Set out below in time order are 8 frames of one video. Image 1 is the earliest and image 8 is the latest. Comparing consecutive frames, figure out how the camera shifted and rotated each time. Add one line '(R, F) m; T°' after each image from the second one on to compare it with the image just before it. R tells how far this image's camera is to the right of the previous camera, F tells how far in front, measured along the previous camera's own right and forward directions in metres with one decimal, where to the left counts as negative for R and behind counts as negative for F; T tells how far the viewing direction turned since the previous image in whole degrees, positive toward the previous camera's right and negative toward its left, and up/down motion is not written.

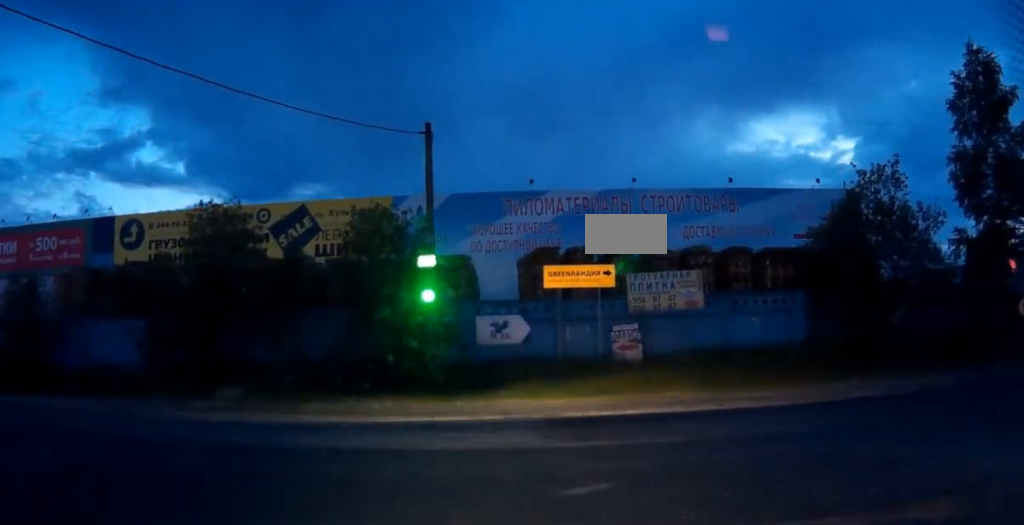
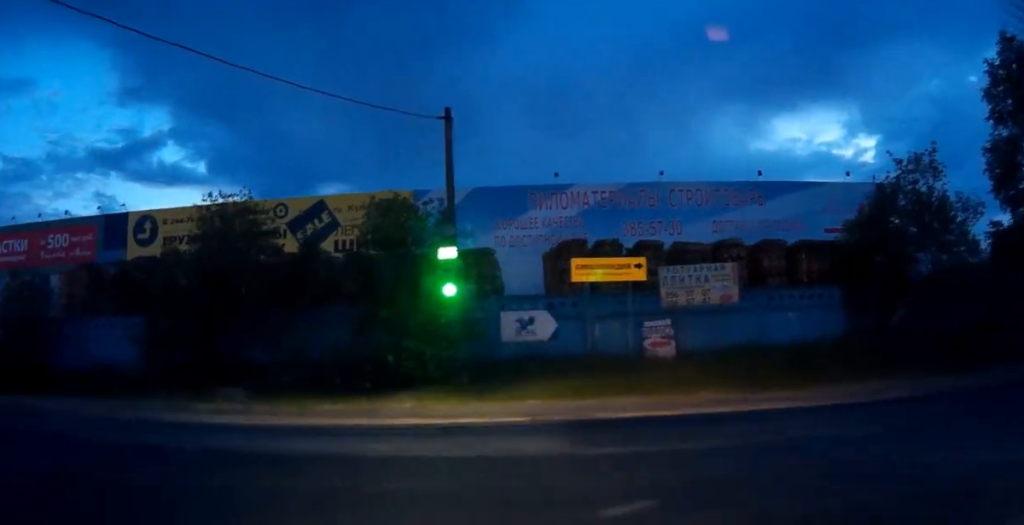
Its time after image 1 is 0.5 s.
(0.0, +1.0) m; +2°
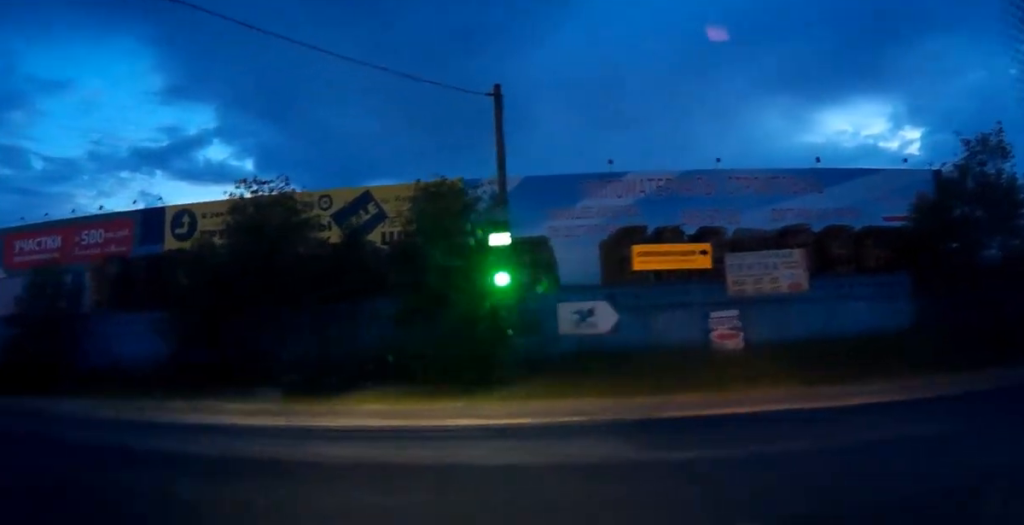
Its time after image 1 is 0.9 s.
(0.0, +1.4) m; -2°
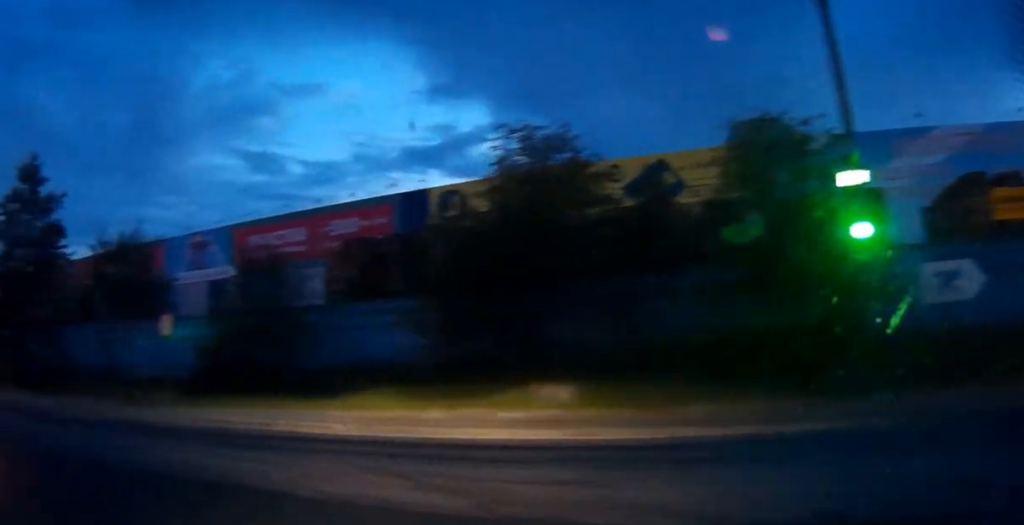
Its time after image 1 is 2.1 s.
(-0.3, +4.5) m; -12°
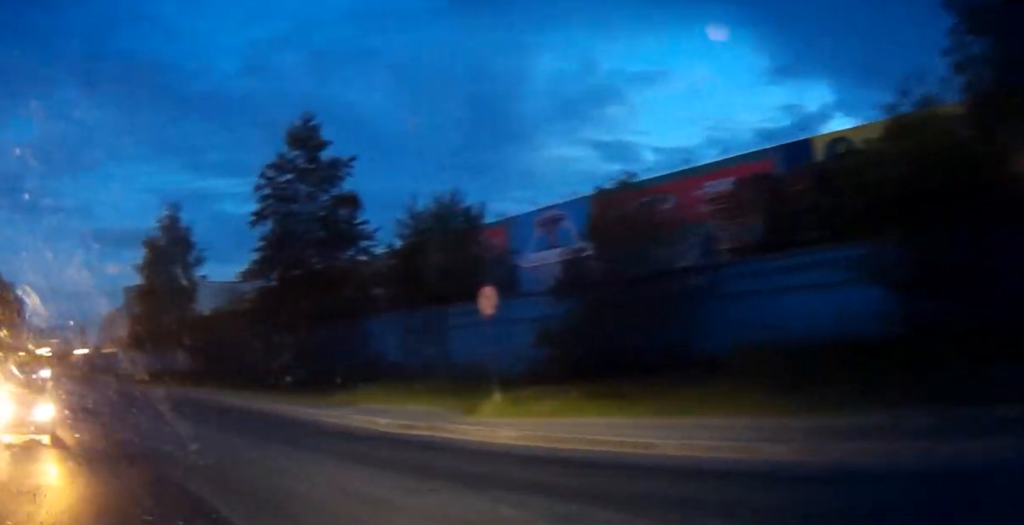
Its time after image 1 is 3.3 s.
(-0.9, +6.4) m; -17°
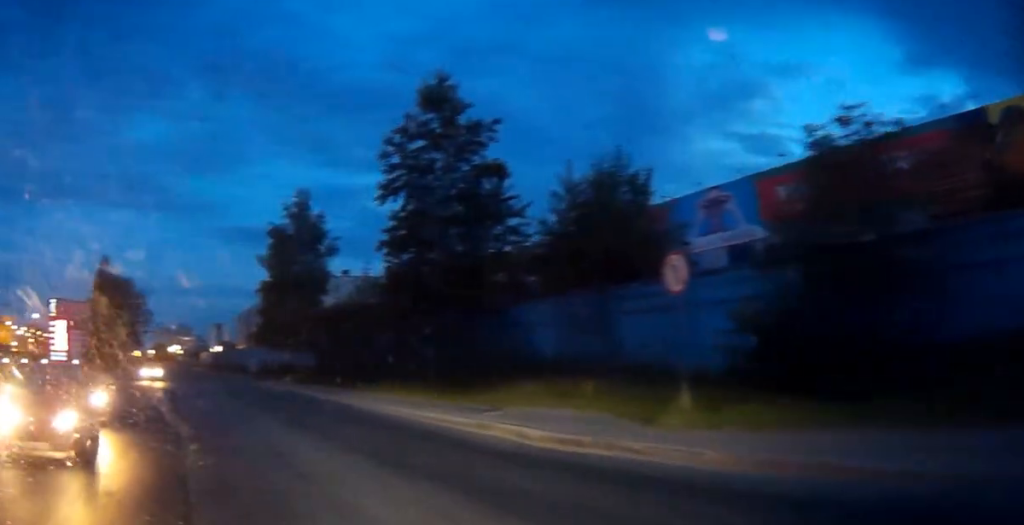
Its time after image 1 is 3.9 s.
(-0.3, +4.1) m; -10°
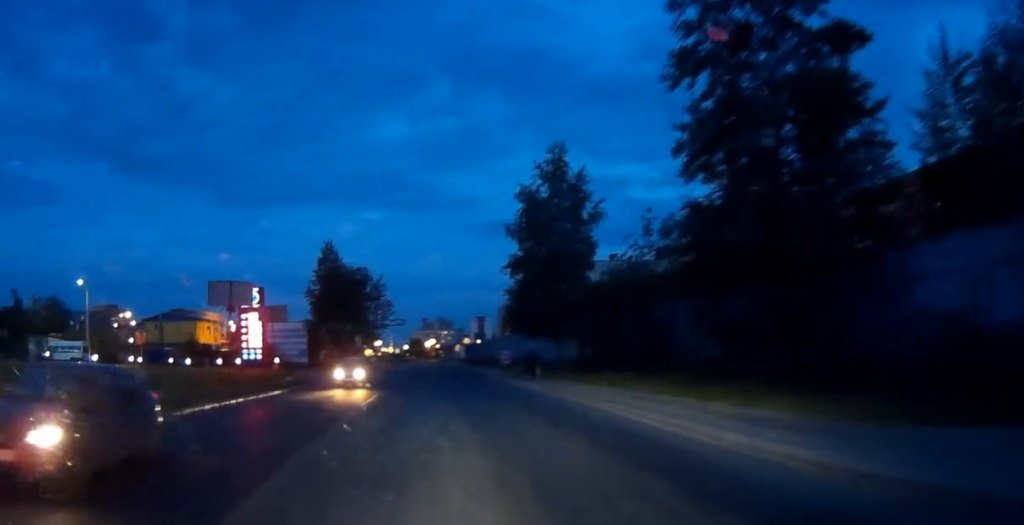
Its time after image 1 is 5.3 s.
(-2.1, +10.4) m; -19°
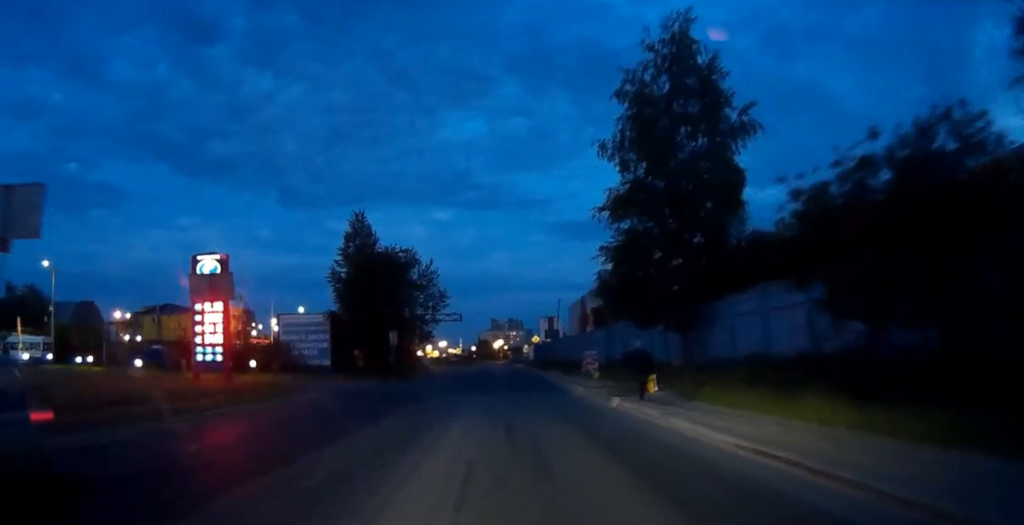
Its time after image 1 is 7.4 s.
(-2.0, +18.7) m; -9°
